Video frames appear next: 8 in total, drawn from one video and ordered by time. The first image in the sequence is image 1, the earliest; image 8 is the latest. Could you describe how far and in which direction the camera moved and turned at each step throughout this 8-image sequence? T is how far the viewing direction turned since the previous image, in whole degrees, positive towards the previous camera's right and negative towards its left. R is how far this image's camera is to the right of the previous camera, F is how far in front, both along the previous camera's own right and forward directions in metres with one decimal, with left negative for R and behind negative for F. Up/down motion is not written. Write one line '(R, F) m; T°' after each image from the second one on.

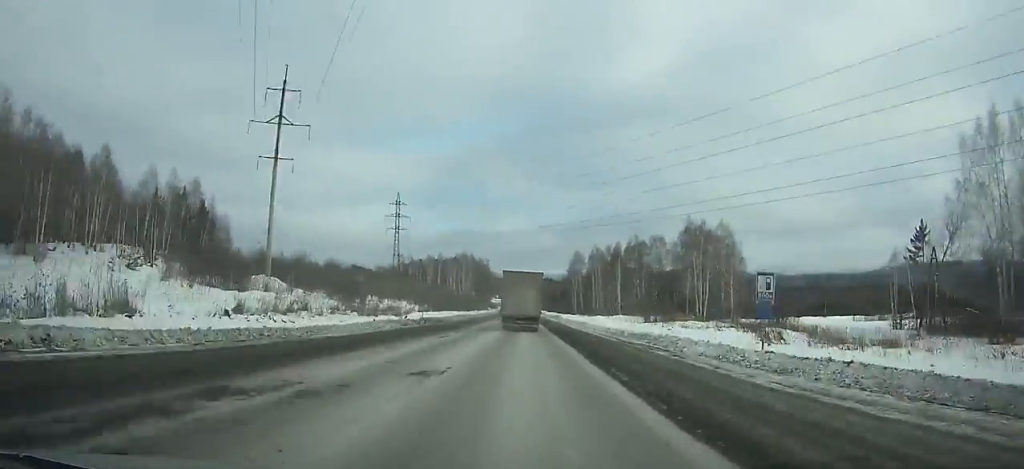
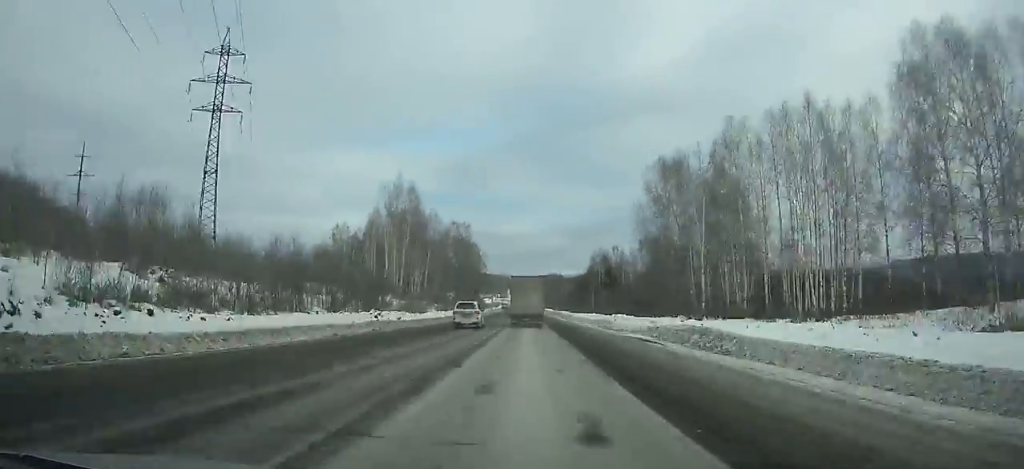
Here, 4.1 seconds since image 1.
(+0.3, +104.2) m; 0°
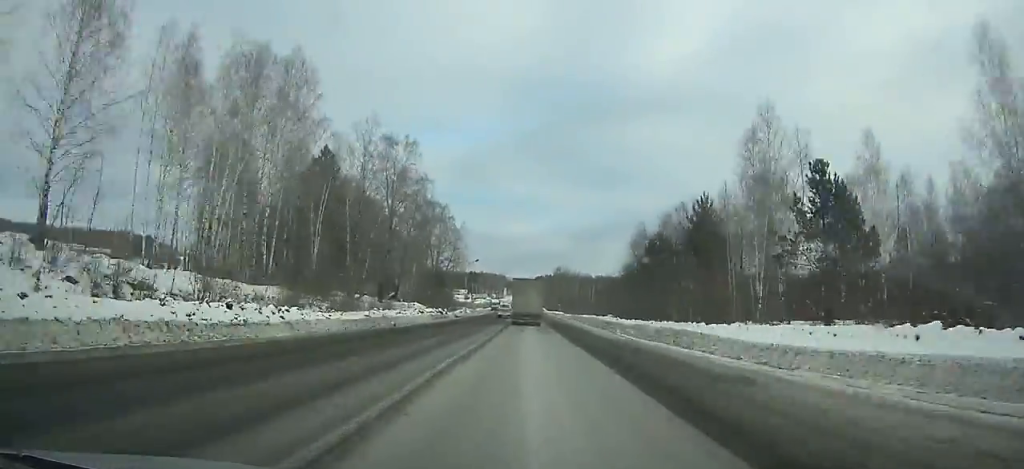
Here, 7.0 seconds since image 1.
(+0.3, +74.8) m; 0°
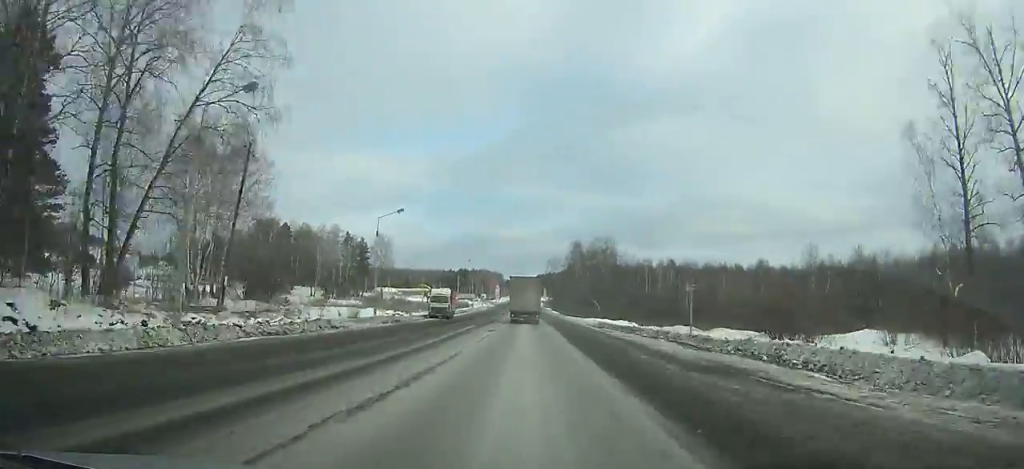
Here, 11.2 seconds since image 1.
(-0.1, +107.6) m; 0°
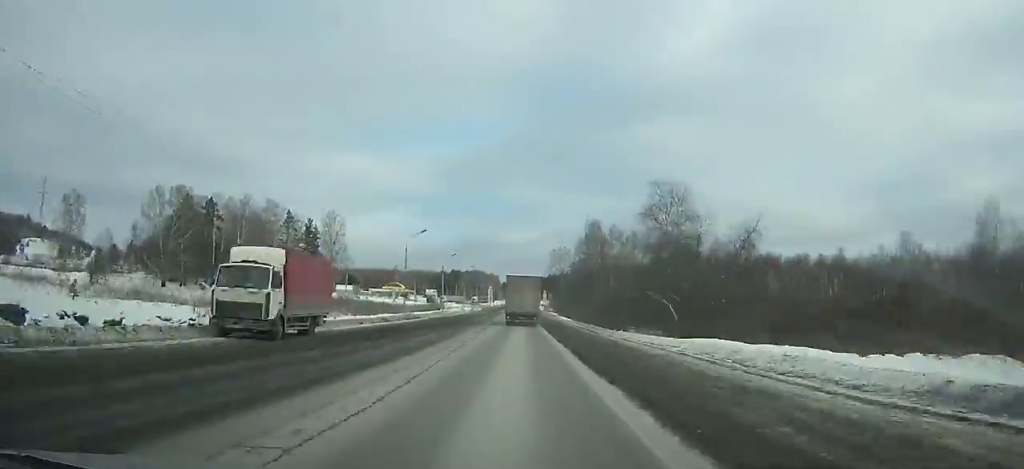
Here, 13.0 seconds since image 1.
(0.0, +45.1) m; 0°
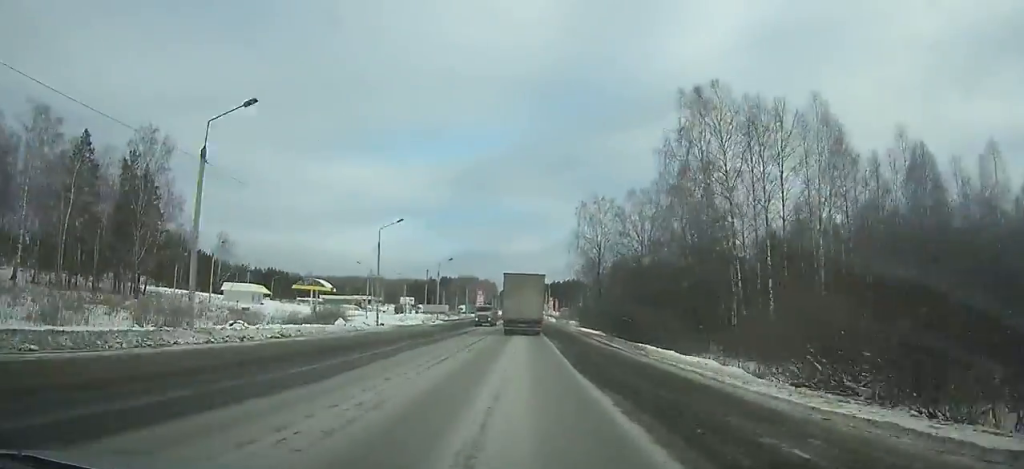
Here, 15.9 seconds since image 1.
(+0.2, +70.4) m; 0°
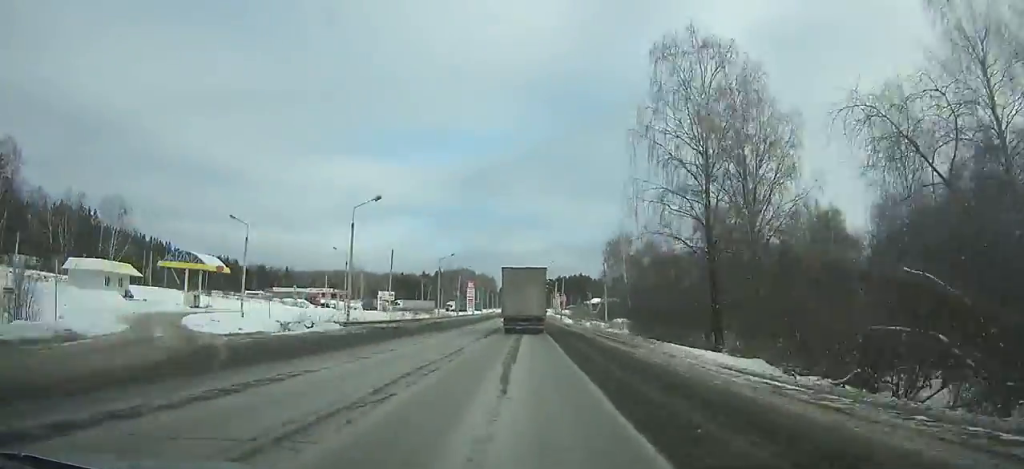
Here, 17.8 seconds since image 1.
(-0.1, +44.0) m; 0°
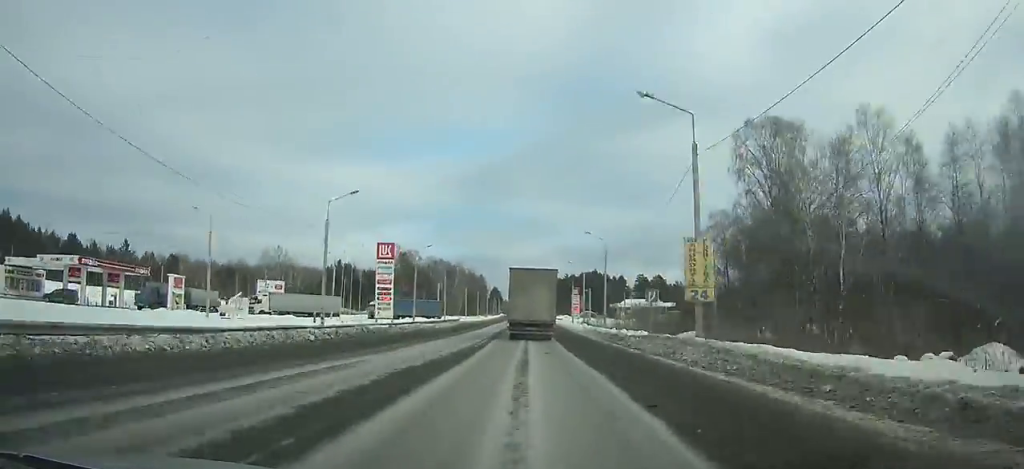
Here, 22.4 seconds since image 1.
(-0.3, +102.2) m; 0°
